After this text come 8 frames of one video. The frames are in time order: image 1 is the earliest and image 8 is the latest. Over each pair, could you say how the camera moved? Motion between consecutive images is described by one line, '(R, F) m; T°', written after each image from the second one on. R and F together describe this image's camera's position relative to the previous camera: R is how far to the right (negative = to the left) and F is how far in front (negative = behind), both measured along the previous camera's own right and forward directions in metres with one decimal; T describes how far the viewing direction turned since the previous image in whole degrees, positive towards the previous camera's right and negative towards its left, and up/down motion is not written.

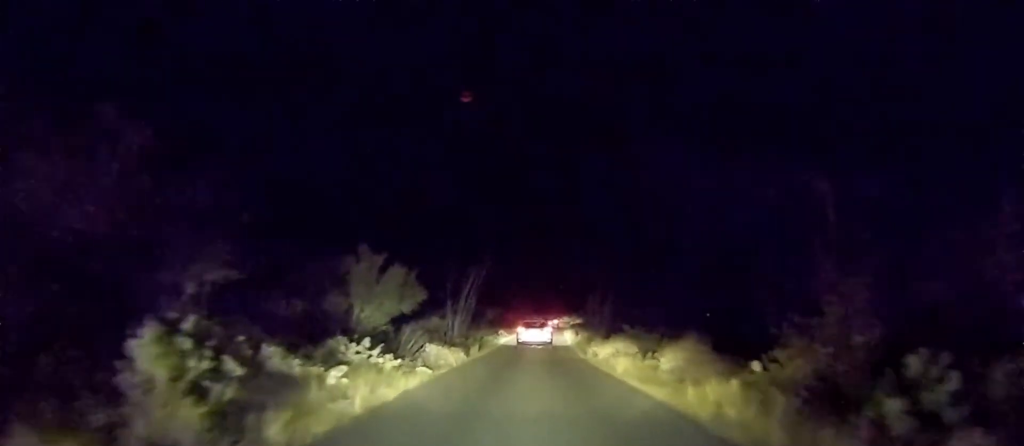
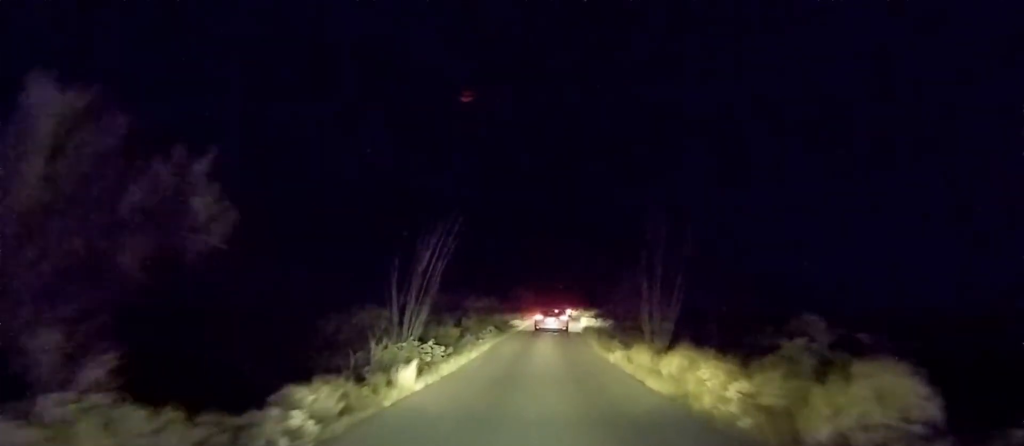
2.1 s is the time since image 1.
(+1.0, +13.7) m; +2°
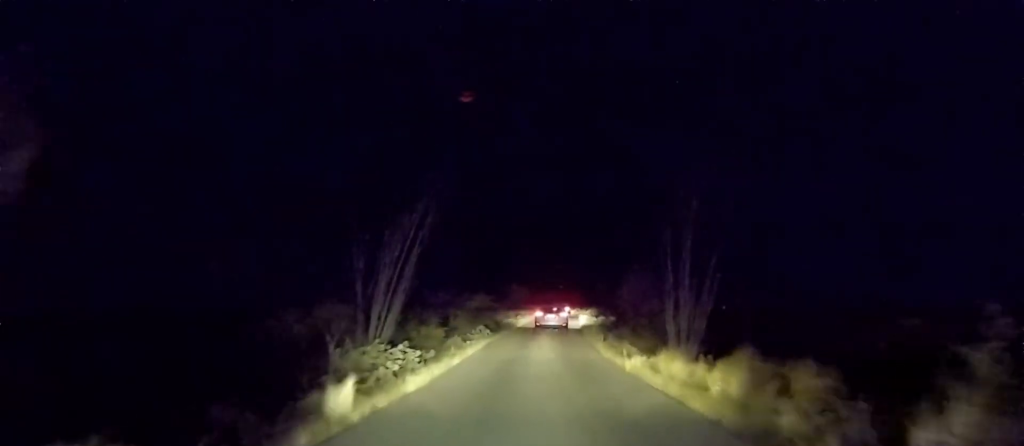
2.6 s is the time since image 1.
(-0.1, +3.3) m; -1°
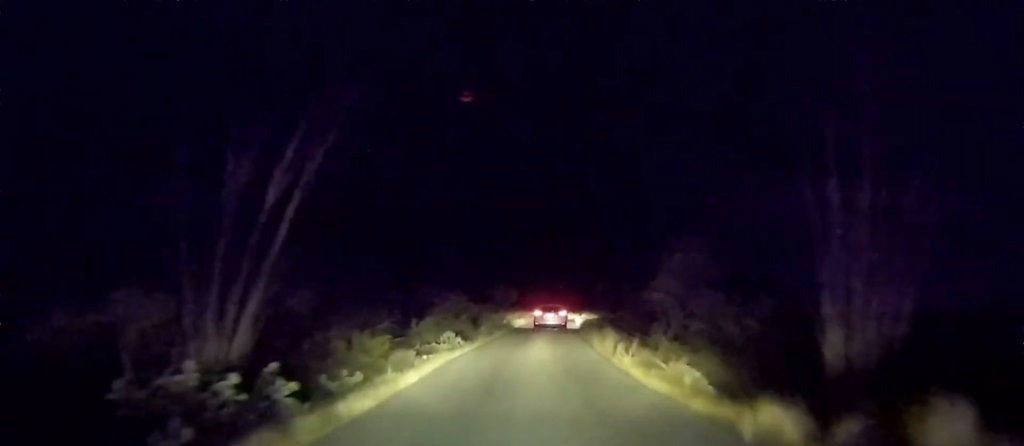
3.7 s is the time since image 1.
(-0.2, +7.2) m; +2°
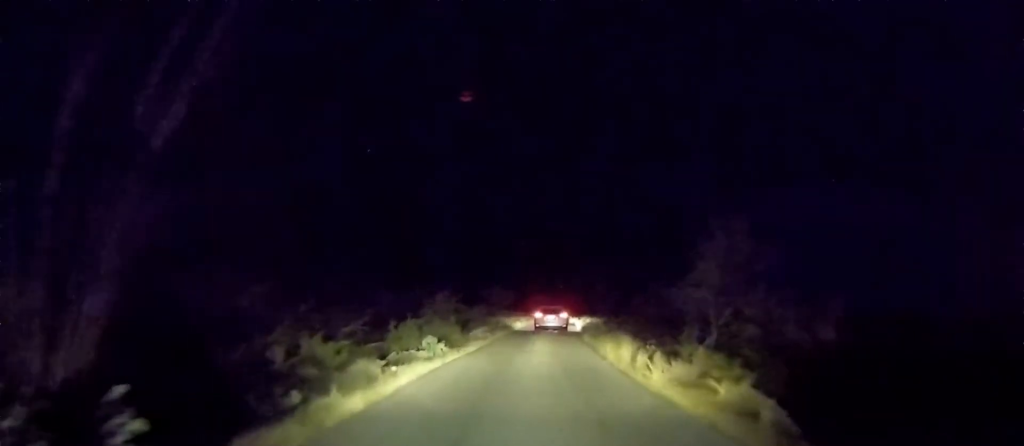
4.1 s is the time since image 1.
(+0.2, +3.0) m; +3°
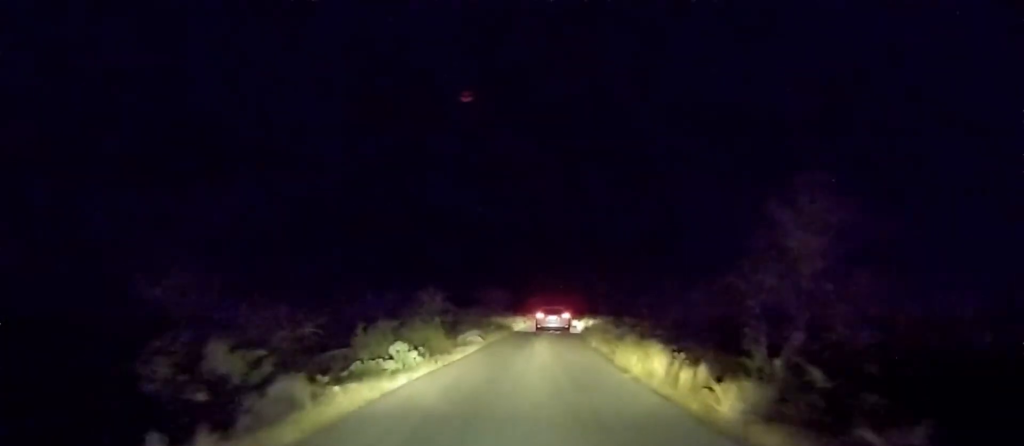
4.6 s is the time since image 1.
(+0.1, +3.3) m; +1°
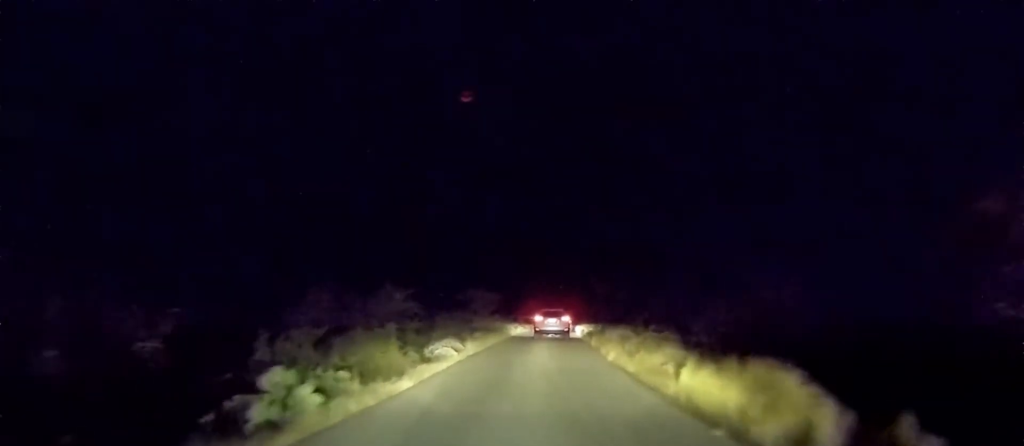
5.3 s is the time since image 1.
(0.0, +5.7) m; 0°
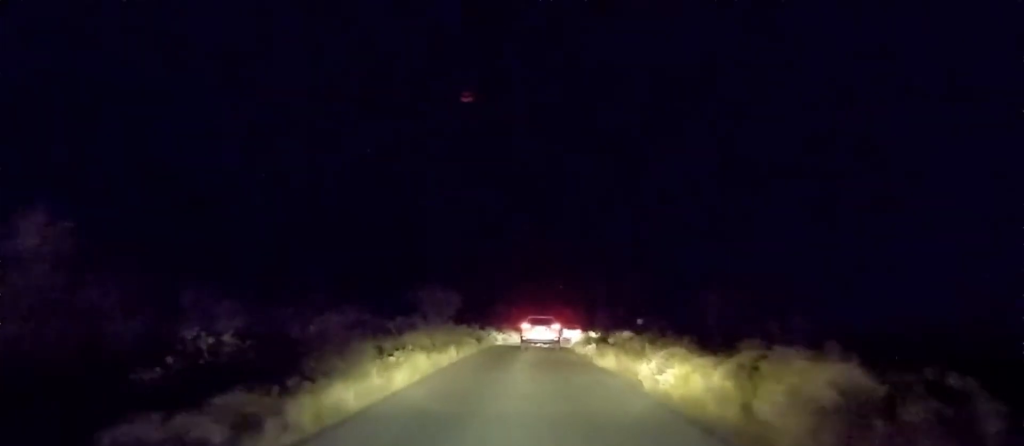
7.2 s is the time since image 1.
(0.0, +14.2) m; 0°
